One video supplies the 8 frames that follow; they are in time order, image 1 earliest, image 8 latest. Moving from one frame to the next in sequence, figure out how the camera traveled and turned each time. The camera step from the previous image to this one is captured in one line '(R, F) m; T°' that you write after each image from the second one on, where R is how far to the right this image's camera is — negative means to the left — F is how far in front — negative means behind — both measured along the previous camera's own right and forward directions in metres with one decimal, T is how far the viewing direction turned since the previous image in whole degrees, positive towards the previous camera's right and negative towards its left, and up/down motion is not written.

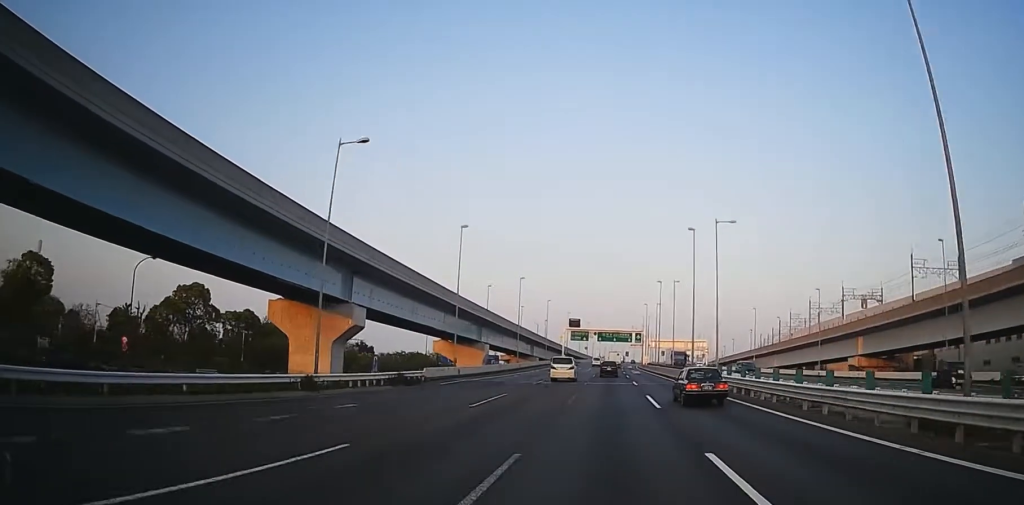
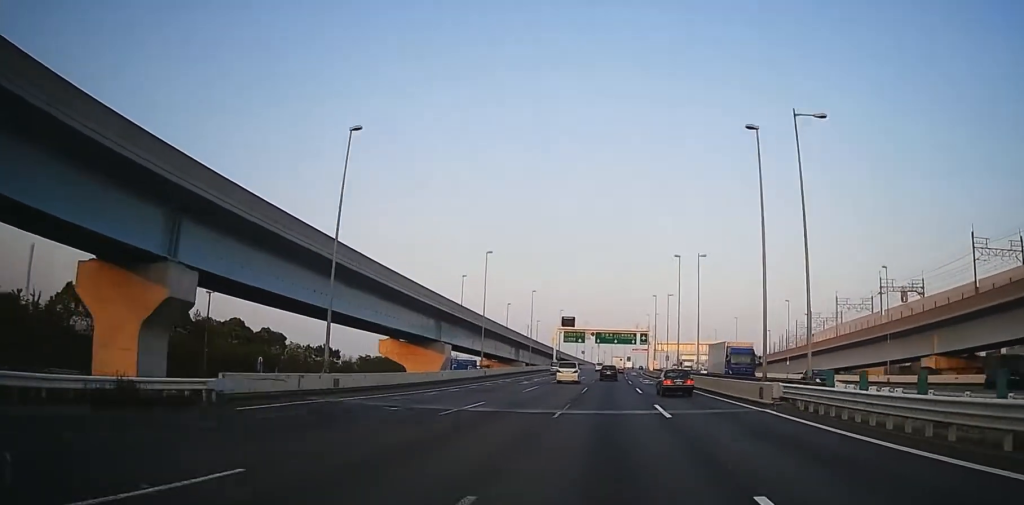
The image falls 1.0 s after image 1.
(0.0, +23.4) m; 0°
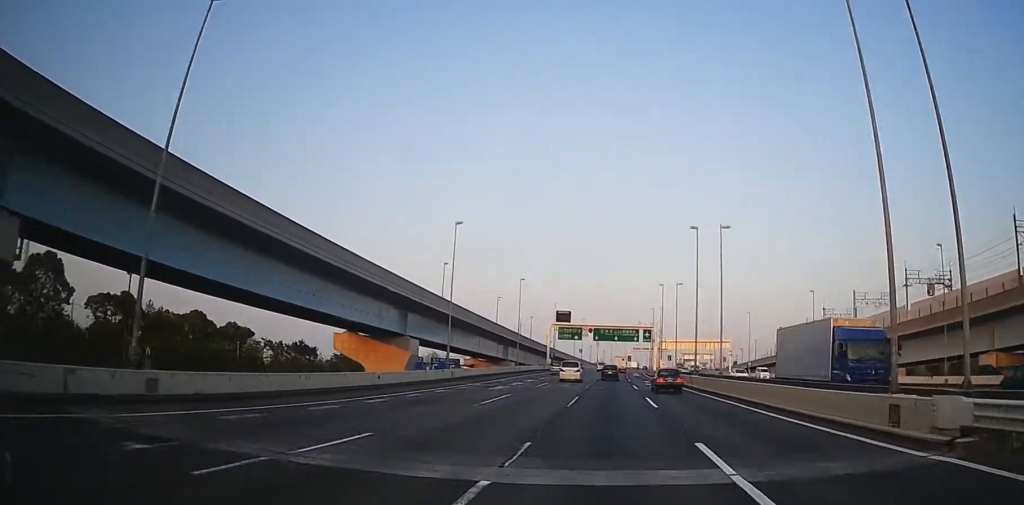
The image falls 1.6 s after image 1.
(0.0, +13.3) m; 0°
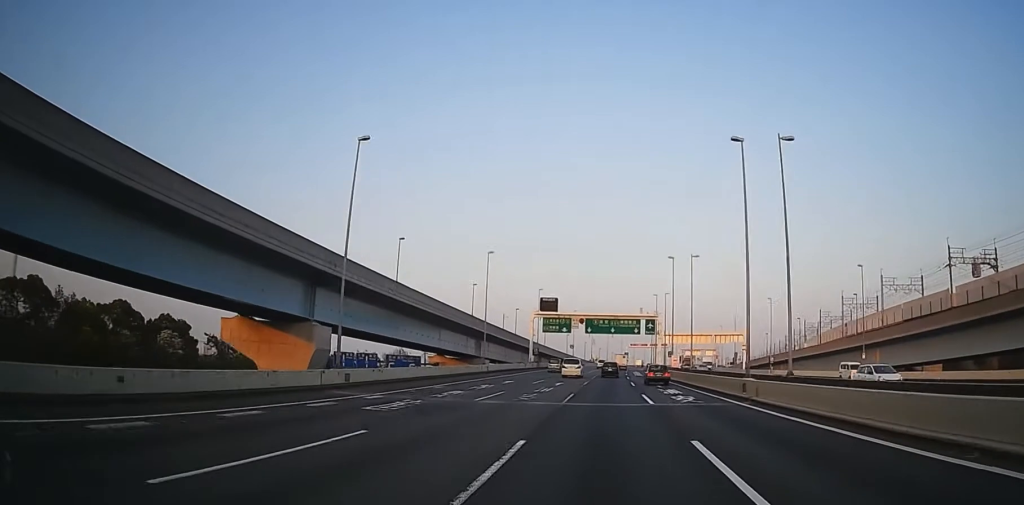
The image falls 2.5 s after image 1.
(0.0, +18.9) m; 0°
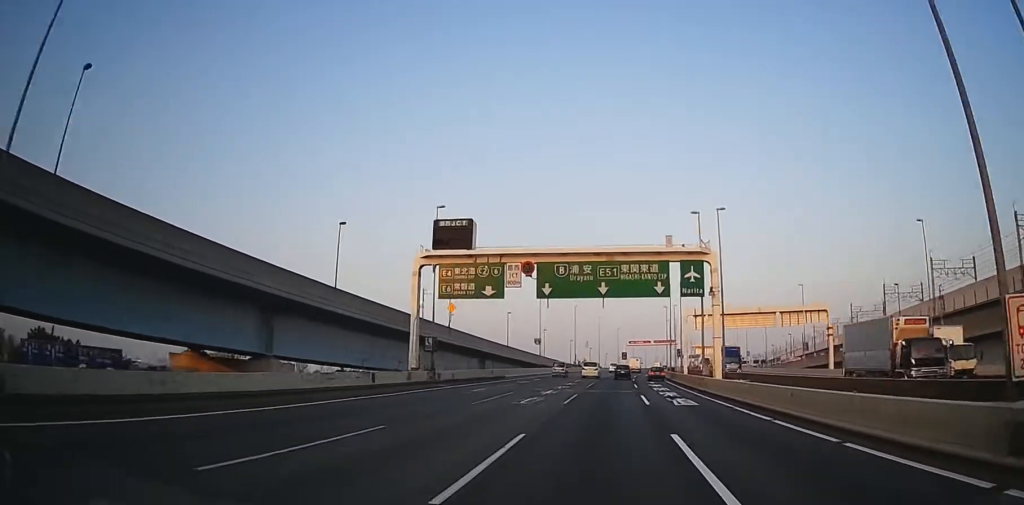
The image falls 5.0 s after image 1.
(0.0, +54.5) m; 0°
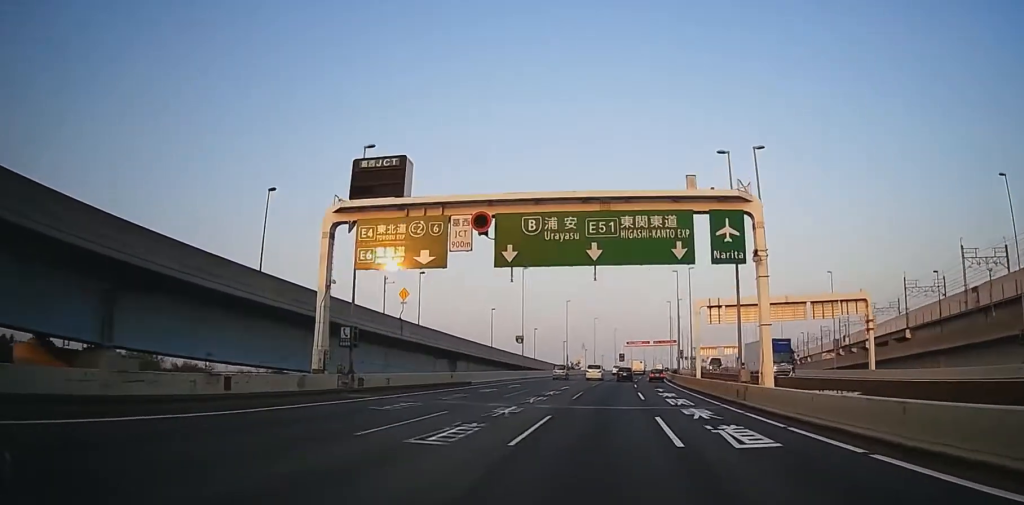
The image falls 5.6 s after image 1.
(+0.1, +13.7) m; 0°
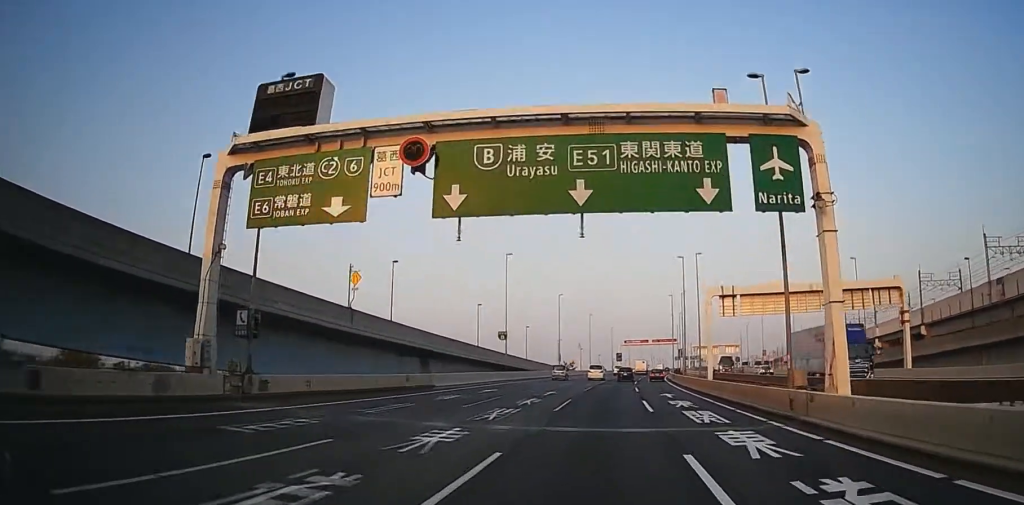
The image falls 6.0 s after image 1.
(-0.1, +8.9) m; +1°
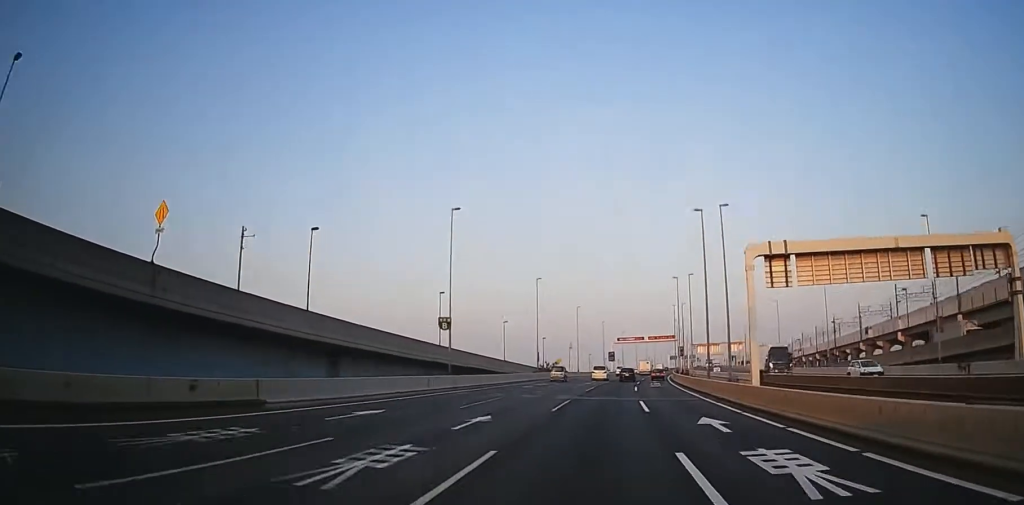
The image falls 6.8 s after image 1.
(0.0, +17.9) m; +2°
